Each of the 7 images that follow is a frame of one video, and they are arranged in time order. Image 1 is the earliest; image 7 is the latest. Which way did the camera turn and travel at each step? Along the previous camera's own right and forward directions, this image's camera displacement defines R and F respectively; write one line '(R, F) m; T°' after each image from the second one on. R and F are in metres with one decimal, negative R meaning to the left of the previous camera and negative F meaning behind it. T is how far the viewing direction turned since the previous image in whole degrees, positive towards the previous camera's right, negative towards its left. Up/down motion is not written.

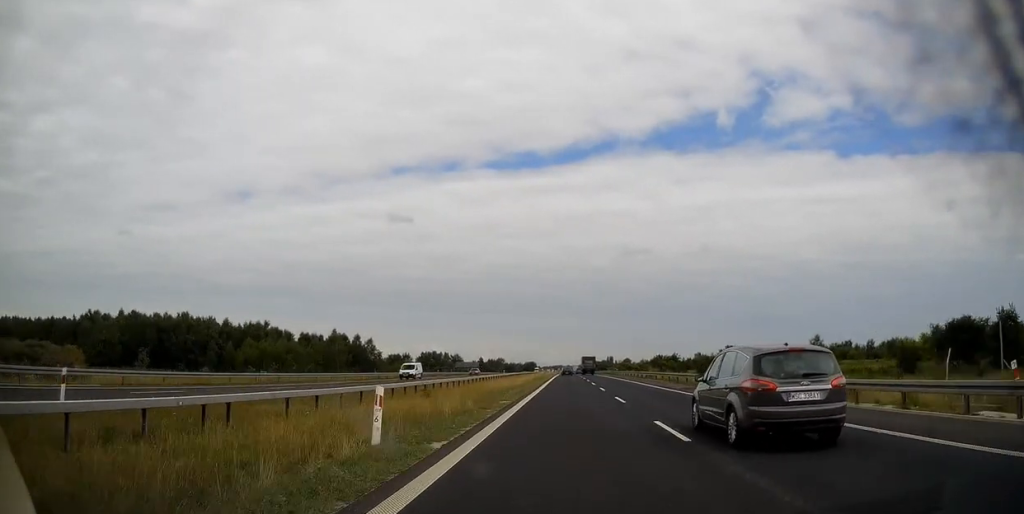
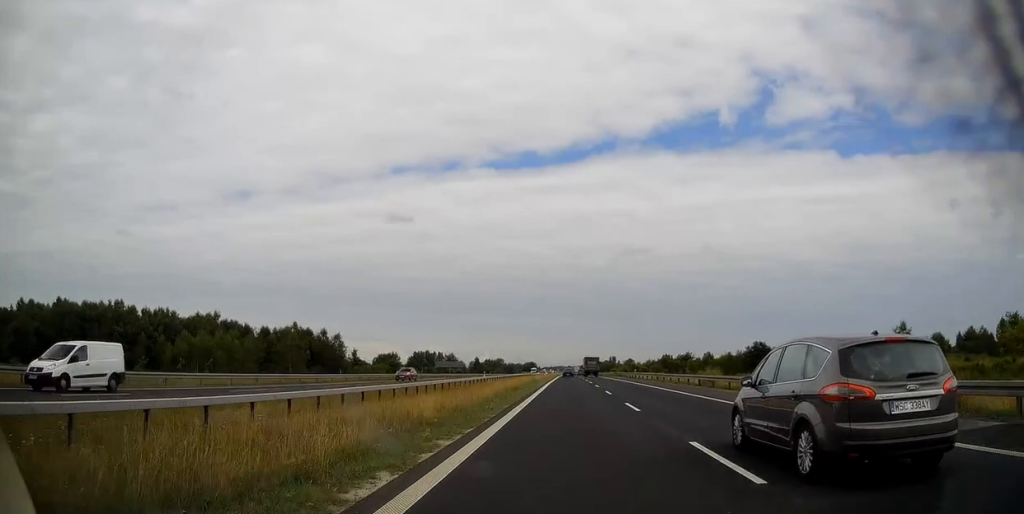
(0.0, +28.0) m; 0°
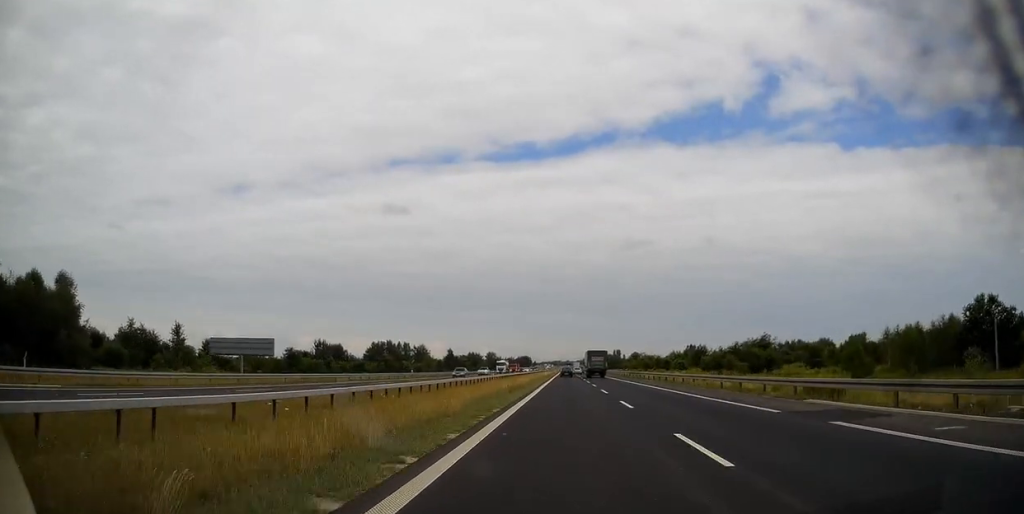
(-0.1, +94.9) m; 0°
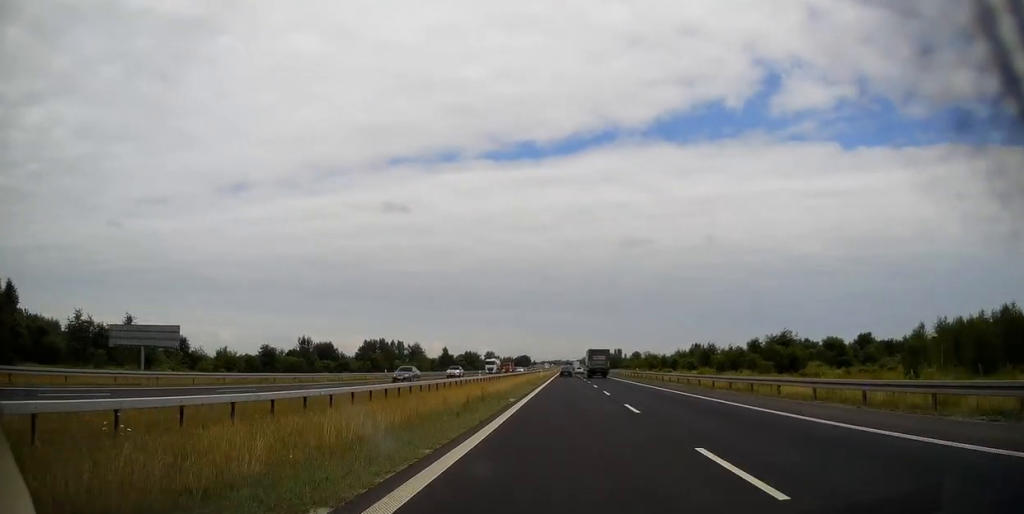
(0.0, +14.1) m; 0°
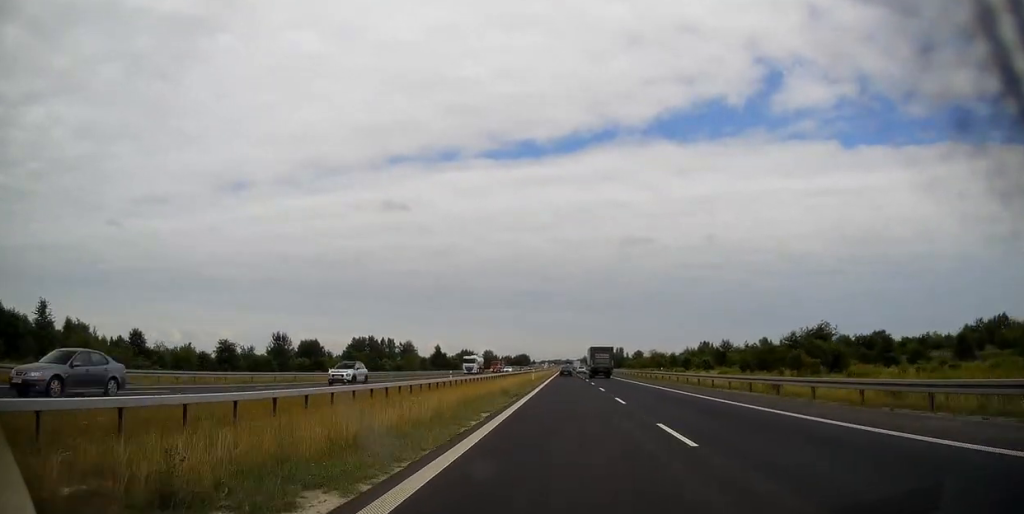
(0.0, +19.9) m; 0°
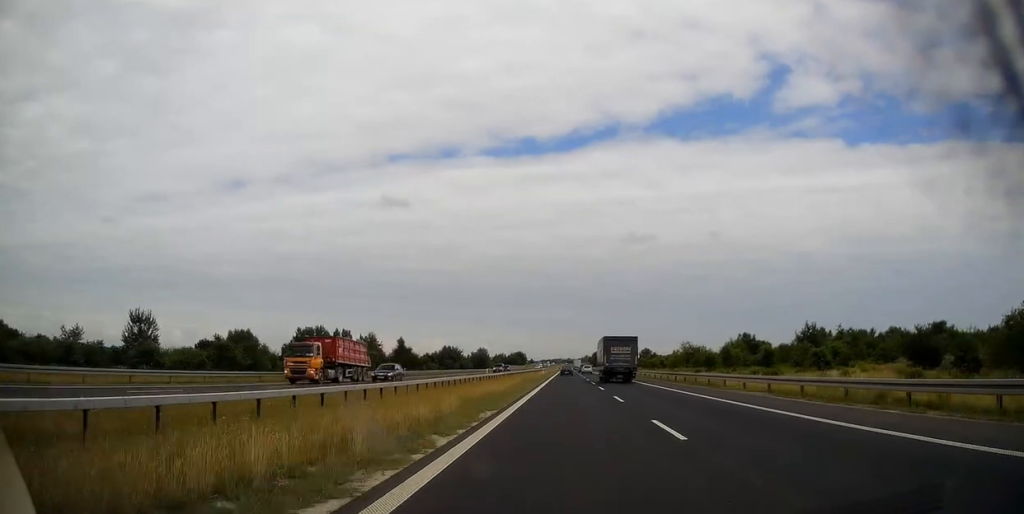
(+0.2, +71.0) m; 0°
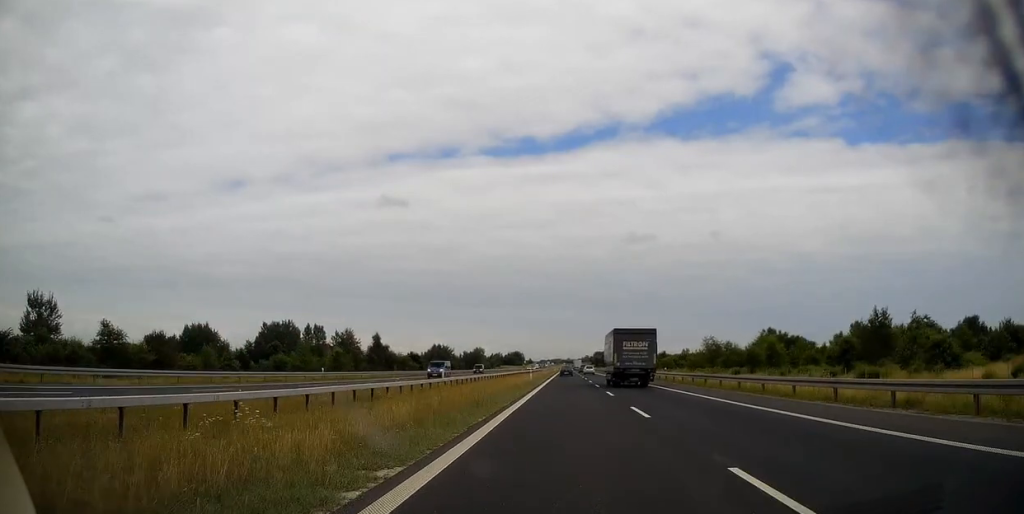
(-0.2, +31.2) m; 0°
